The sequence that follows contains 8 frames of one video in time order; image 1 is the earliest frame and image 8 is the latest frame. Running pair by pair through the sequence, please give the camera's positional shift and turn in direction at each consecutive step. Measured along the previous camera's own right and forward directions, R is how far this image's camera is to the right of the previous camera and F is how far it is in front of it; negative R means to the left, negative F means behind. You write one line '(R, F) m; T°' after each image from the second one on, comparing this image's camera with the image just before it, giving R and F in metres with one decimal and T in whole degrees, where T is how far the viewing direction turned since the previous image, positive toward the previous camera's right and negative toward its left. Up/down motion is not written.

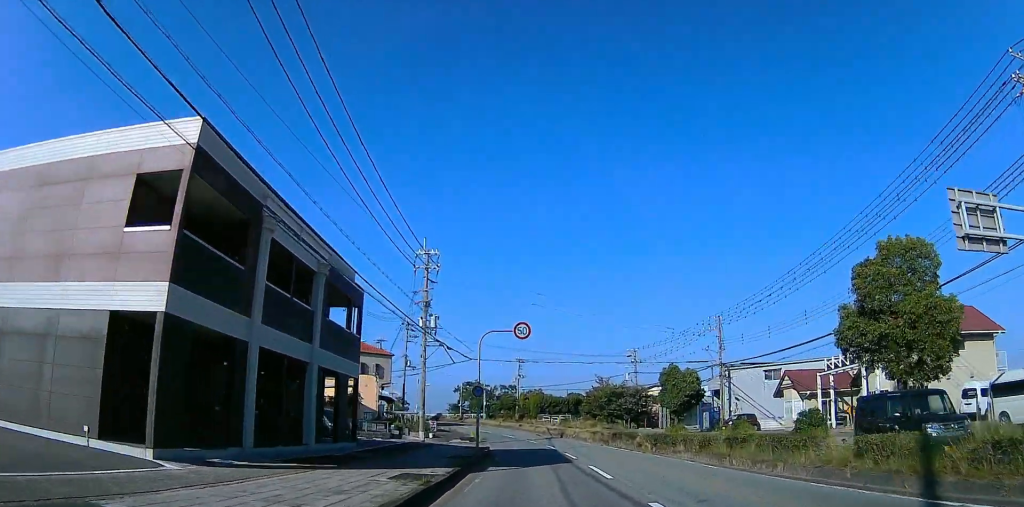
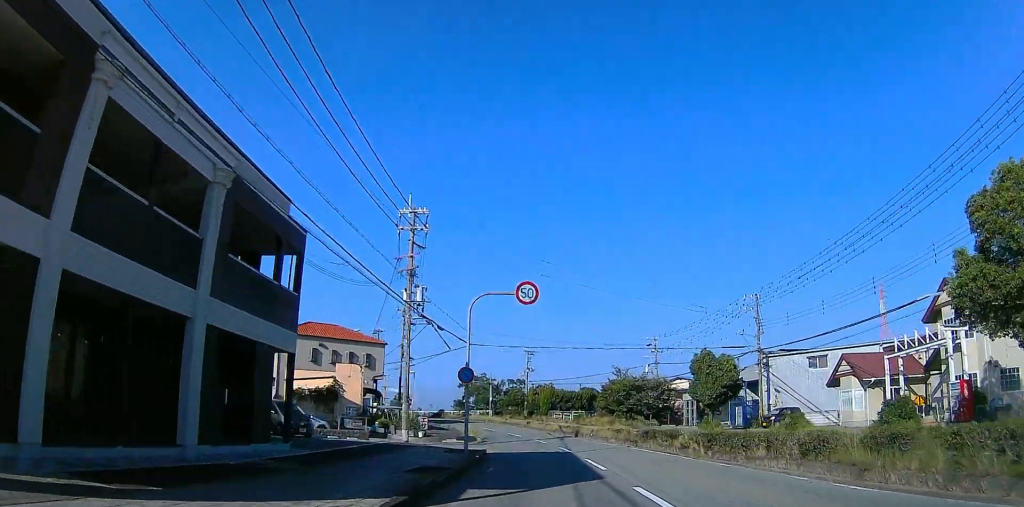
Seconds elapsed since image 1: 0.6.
(+0.6, +7.3) m; -1°
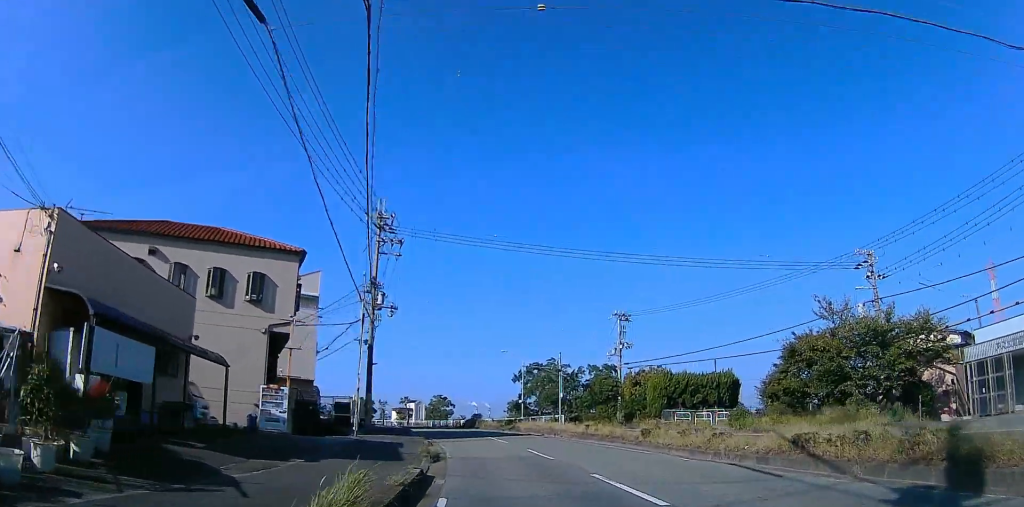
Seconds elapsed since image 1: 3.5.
(-3.3, +35.7) m; -6°
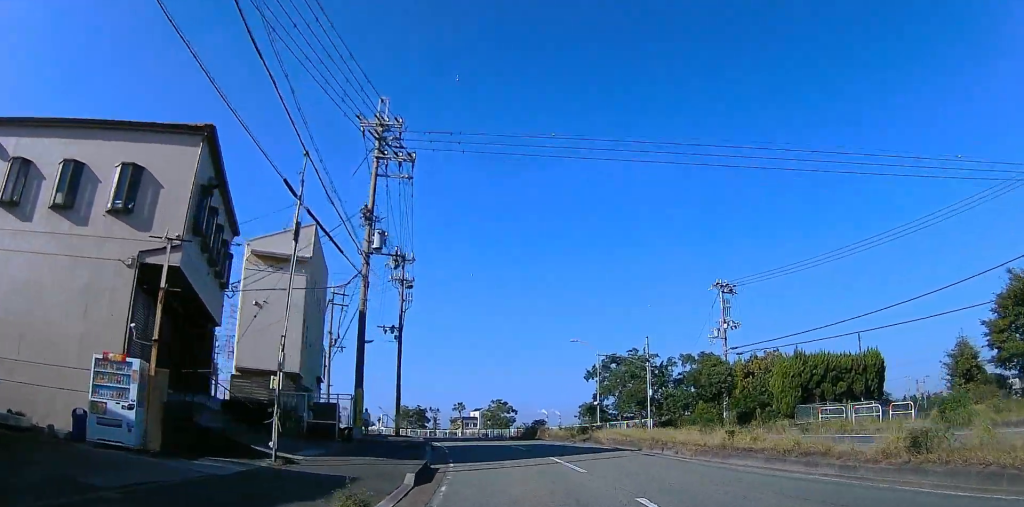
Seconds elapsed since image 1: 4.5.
(-0.3, +13.2) m; +1°
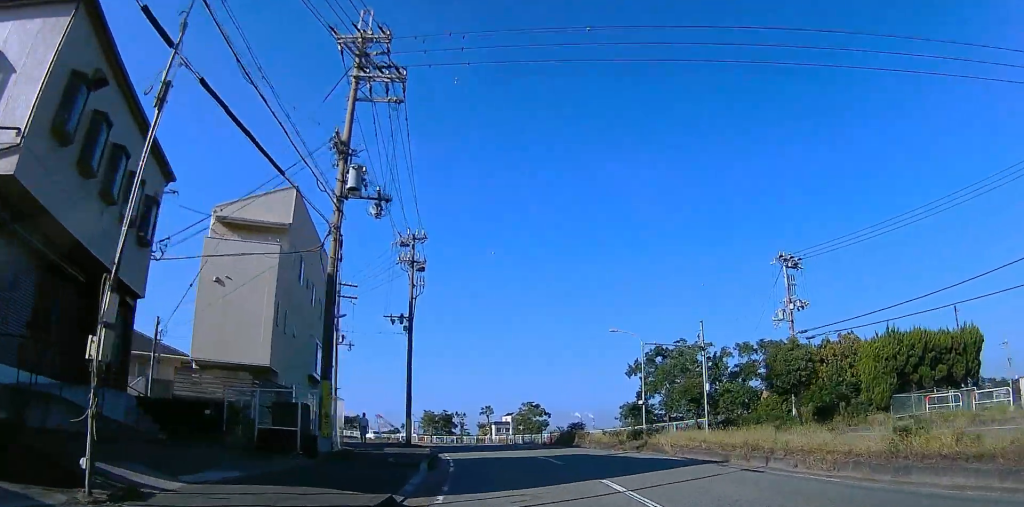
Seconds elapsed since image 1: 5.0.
(+0.2, +6.9) m; -2°
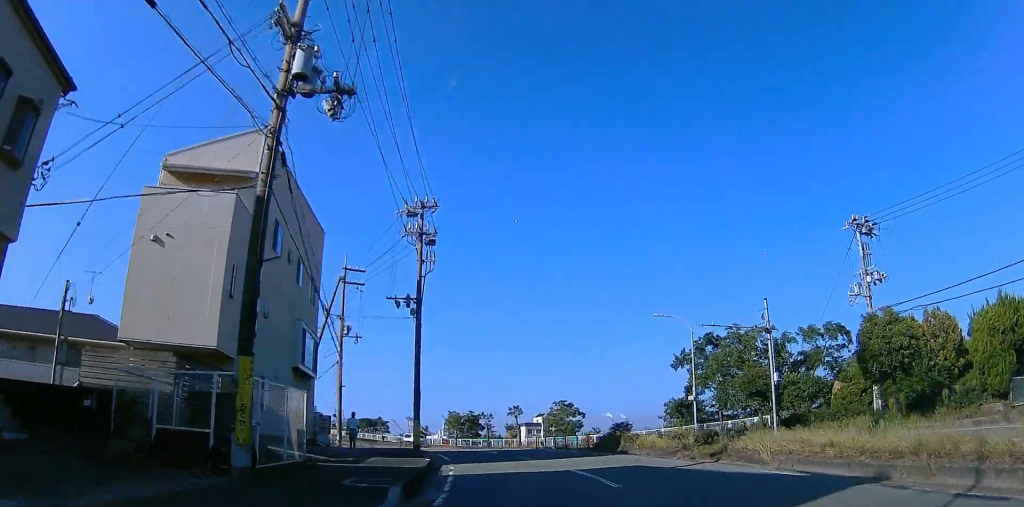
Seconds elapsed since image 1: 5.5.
(+0.5, +6.4) m; -2°
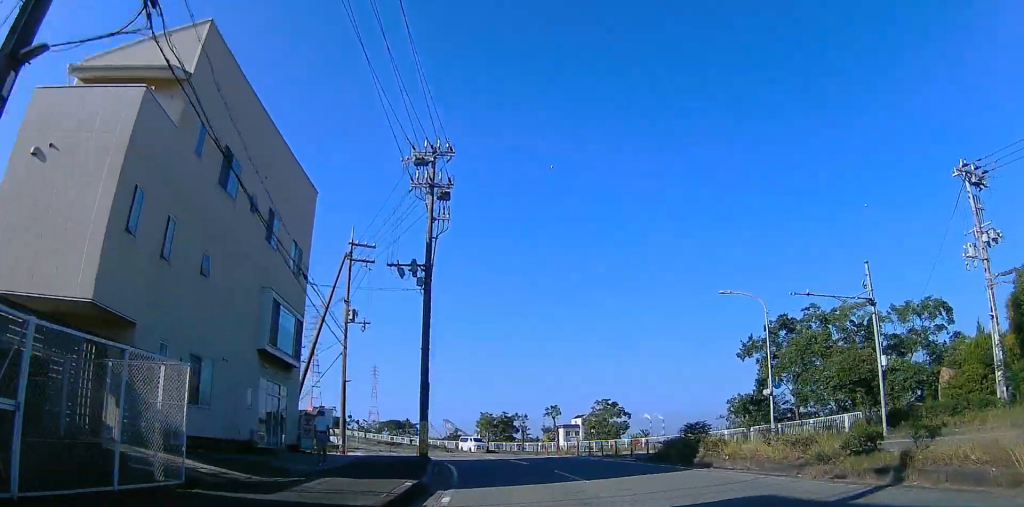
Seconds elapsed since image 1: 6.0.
(-0.7, +7.4) m; -7°
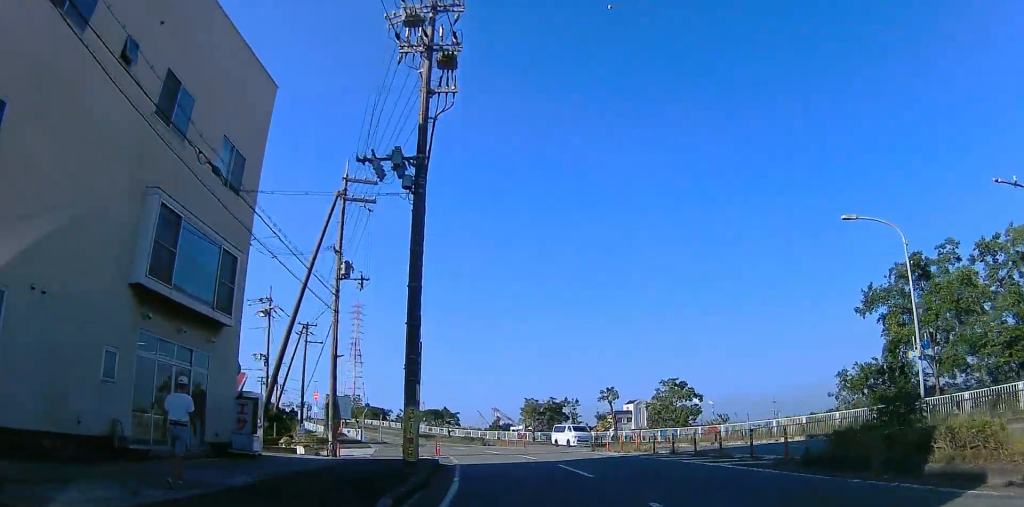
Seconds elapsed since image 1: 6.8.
(-0.9, +10.3) m; -9°
